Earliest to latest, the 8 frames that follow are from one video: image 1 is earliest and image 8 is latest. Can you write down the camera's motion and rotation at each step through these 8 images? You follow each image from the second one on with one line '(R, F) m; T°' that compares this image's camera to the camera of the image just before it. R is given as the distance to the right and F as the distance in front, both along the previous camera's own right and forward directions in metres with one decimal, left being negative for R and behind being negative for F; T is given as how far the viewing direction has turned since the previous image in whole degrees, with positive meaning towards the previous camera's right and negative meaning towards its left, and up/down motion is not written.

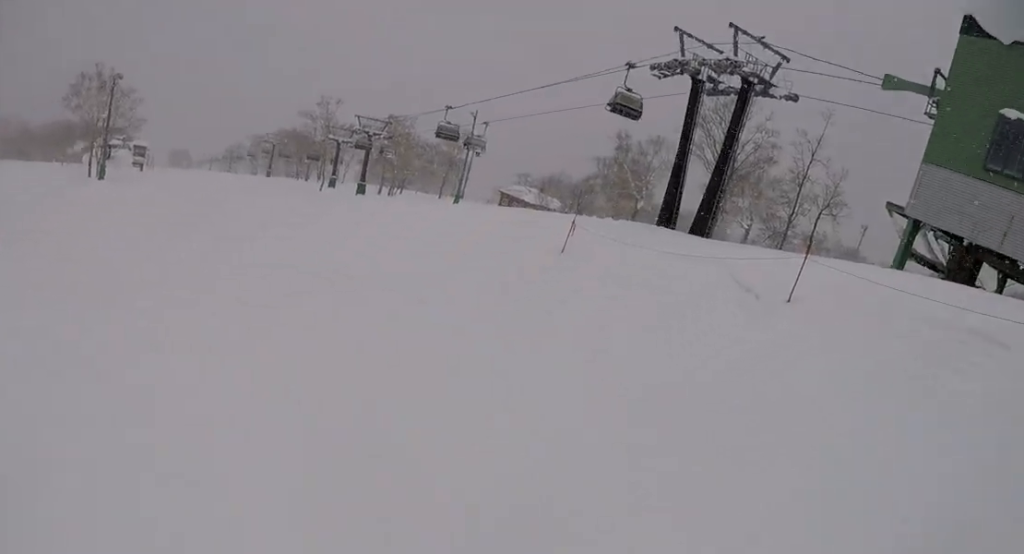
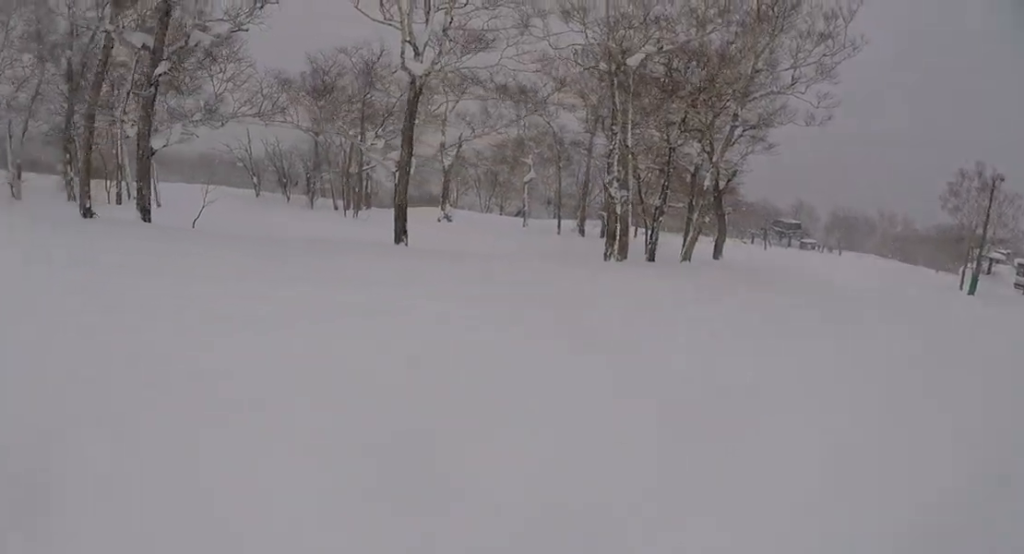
(-2.6, +4.0) m; -61°
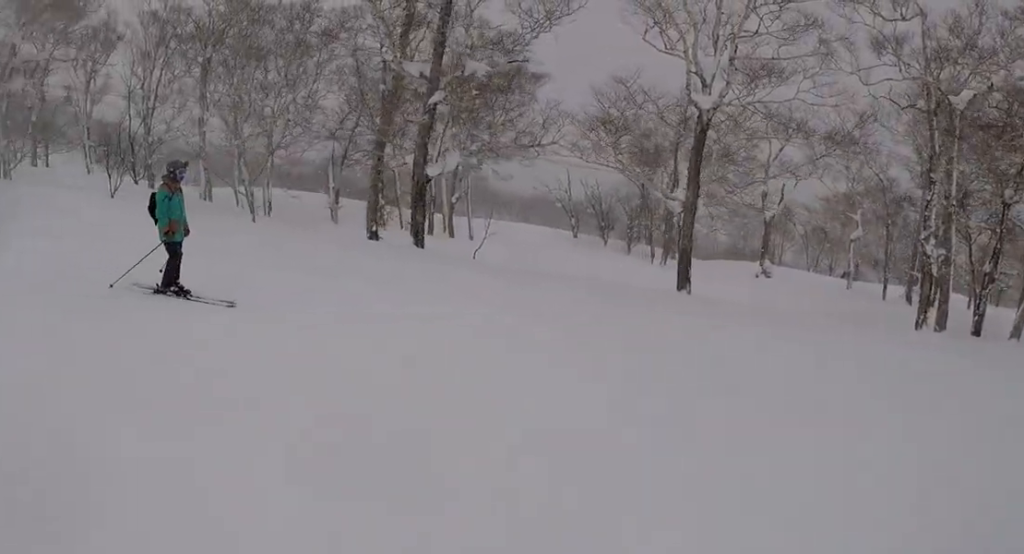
(-0.2, +1.9) m; -20°
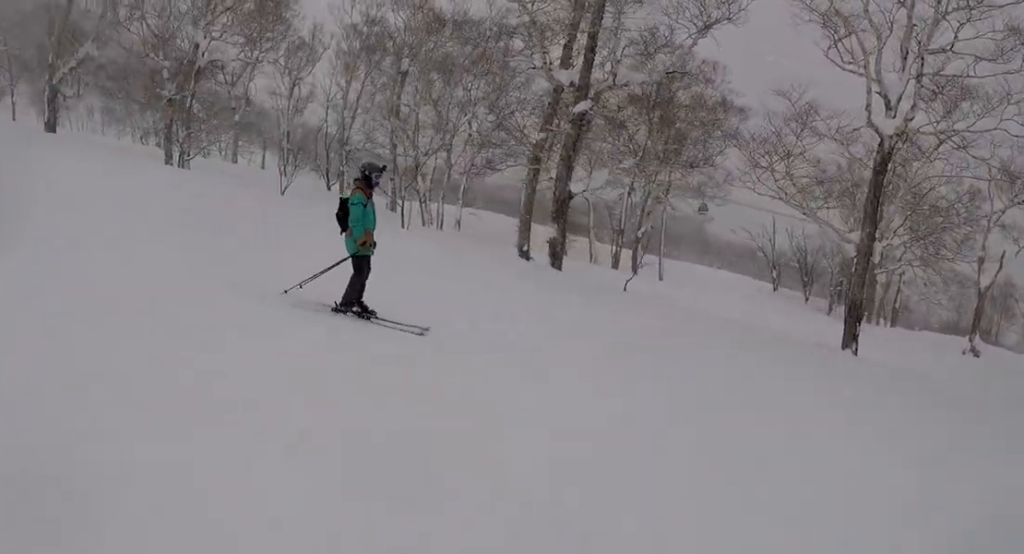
(-0.7, +2.6) m; -13°
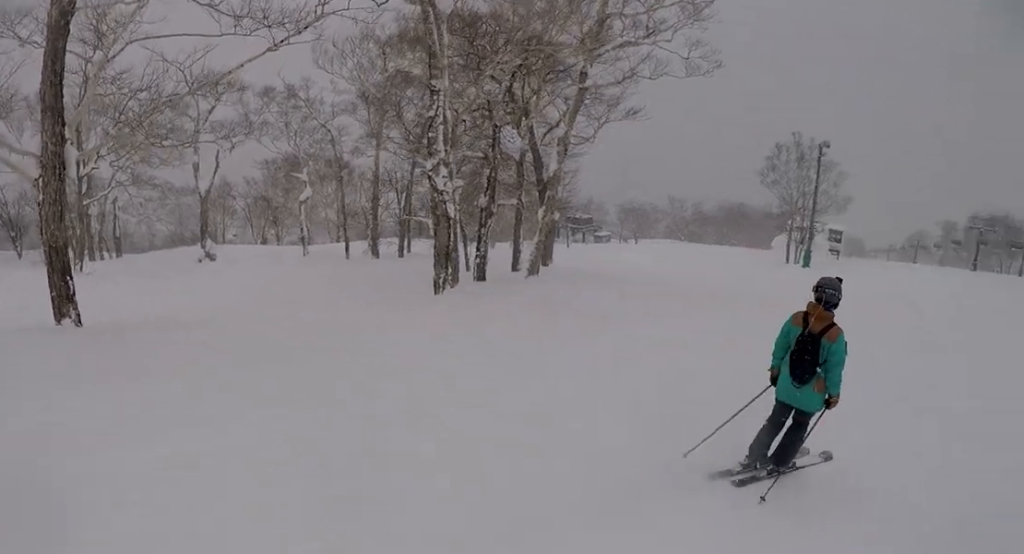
(+2.3, +7.8) m; +44°
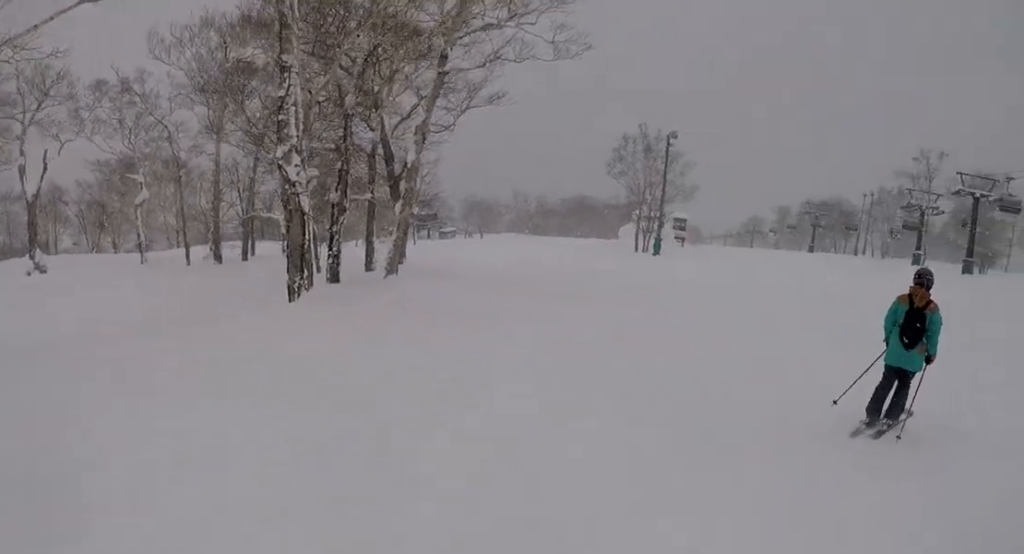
(+0.3, +2.4) m; +11°
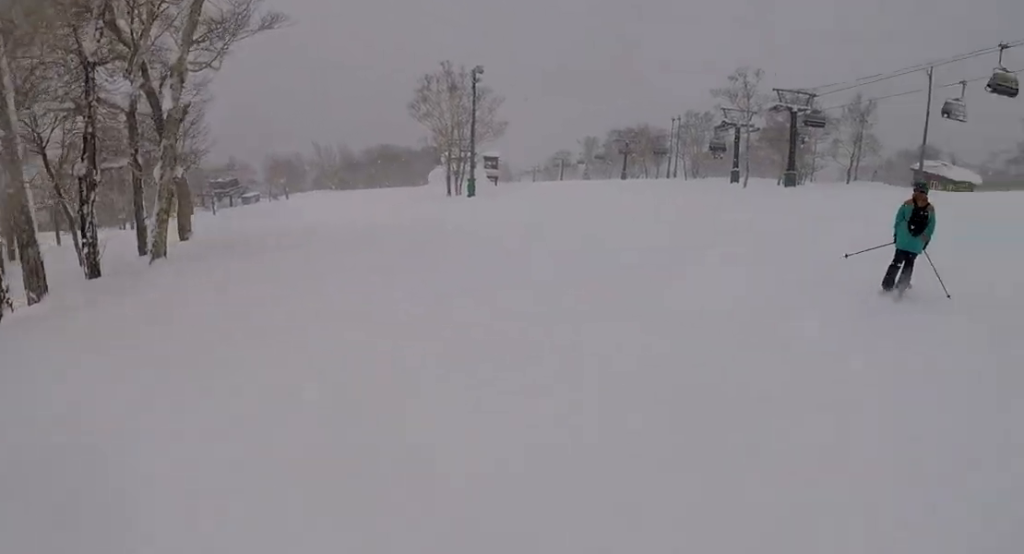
(+0.9, +5.3) m; +20°
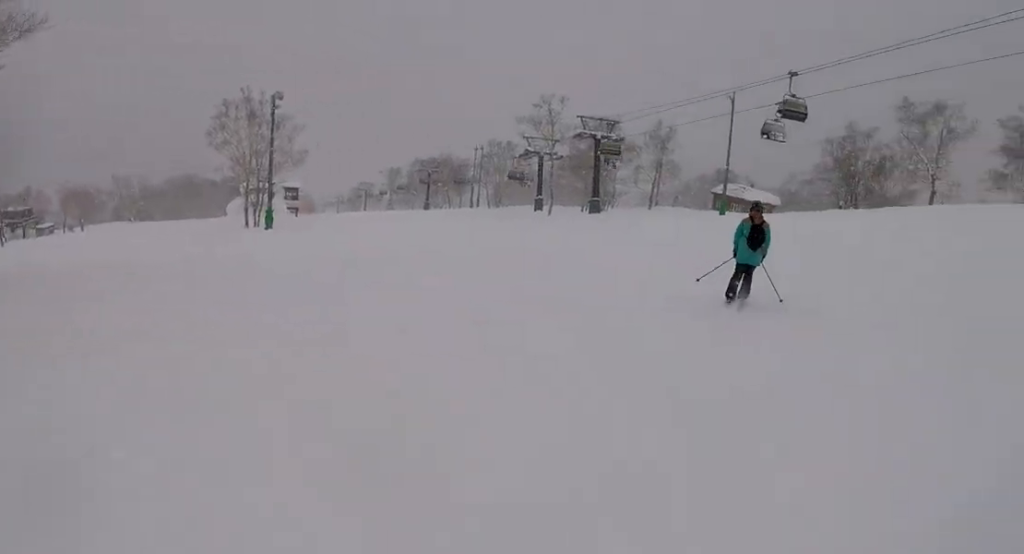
(+0.2, +2.8) m; +7°
